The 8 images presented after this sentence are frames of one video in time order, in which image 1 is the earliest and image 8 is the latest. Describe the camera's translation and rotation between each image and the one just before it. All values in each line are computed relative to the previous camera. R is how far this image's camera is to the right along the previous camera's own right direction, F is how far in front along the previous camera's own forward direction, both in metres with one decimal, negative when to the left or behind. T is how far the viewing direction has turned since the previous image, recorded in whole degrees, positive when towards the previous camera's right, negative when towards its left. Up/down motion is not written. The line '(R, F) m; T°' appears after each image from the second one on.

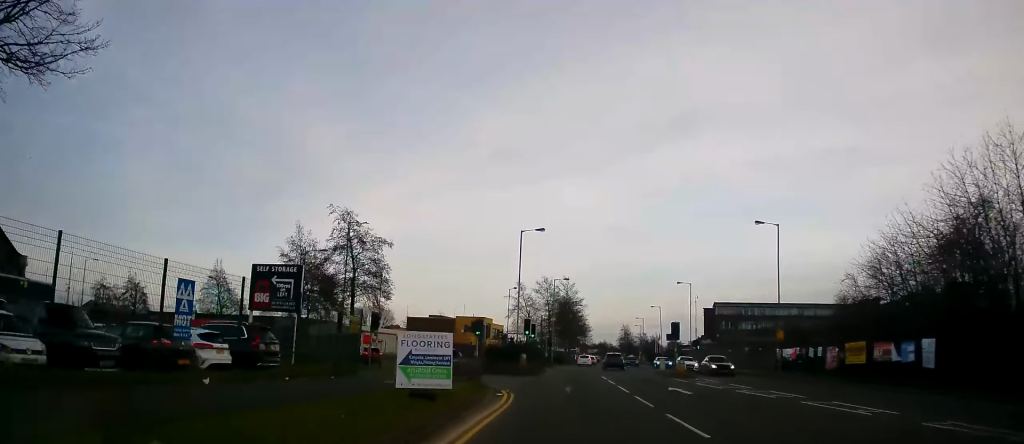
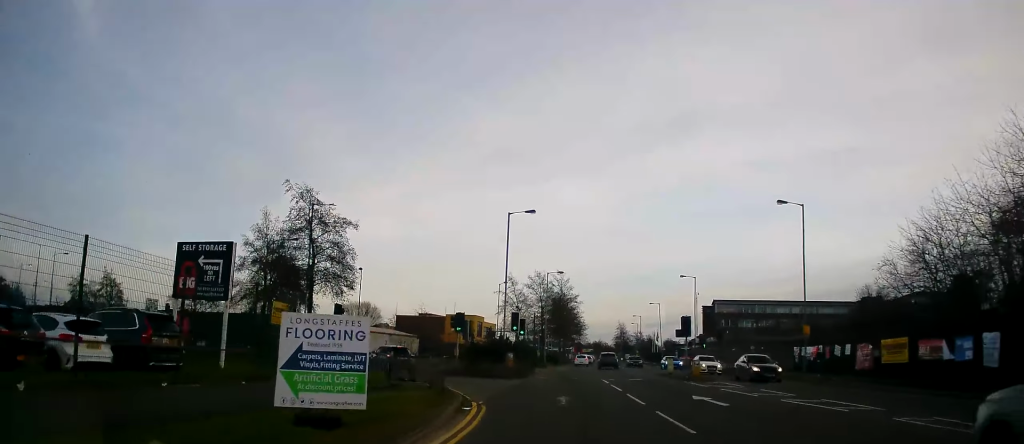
(-0.2, +5.2) m; -1°
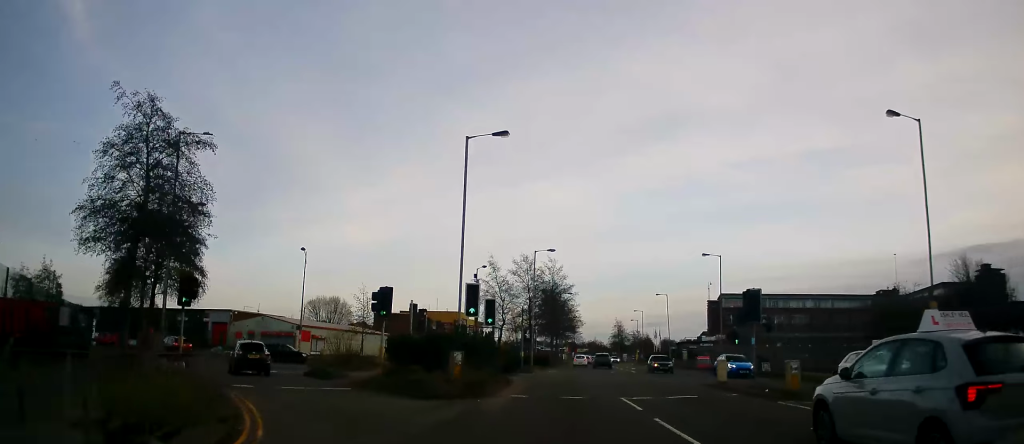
(-0.1, +13.2) m; 0°
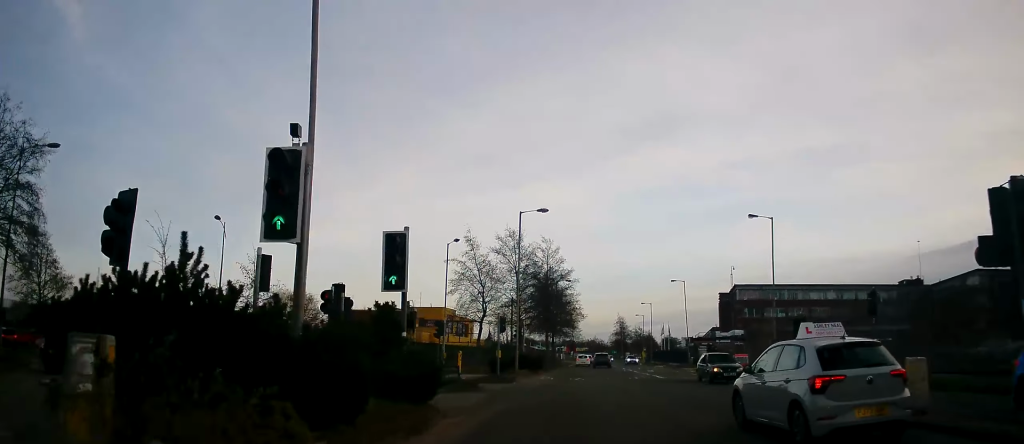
(0.0, +13.8) m; +2°
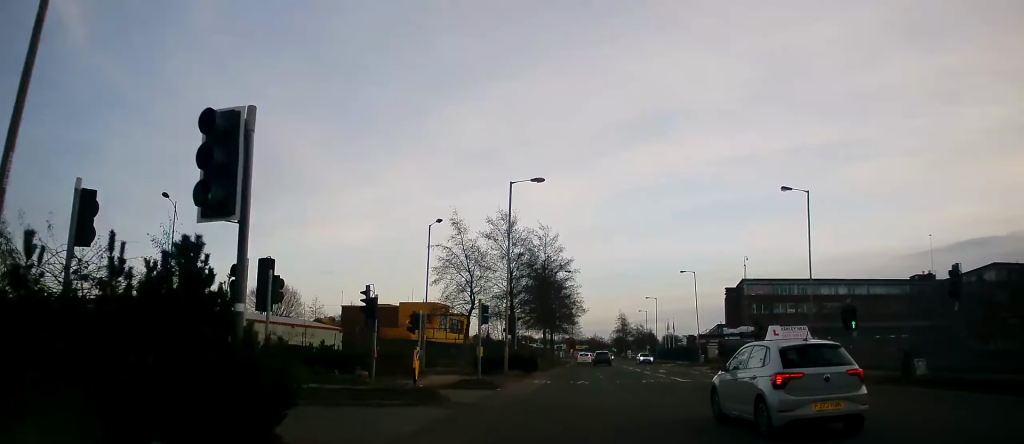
(+0.3, +6.2) m; +1°
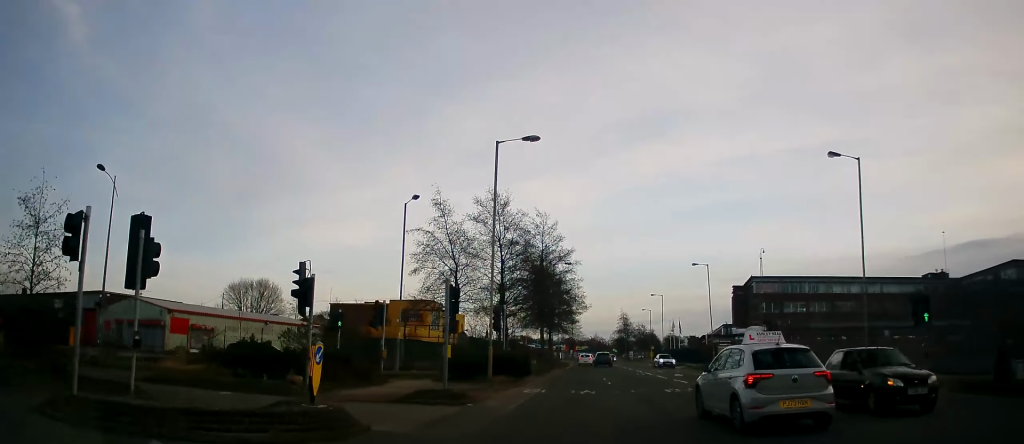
(0.0, +6.3) m; 0°
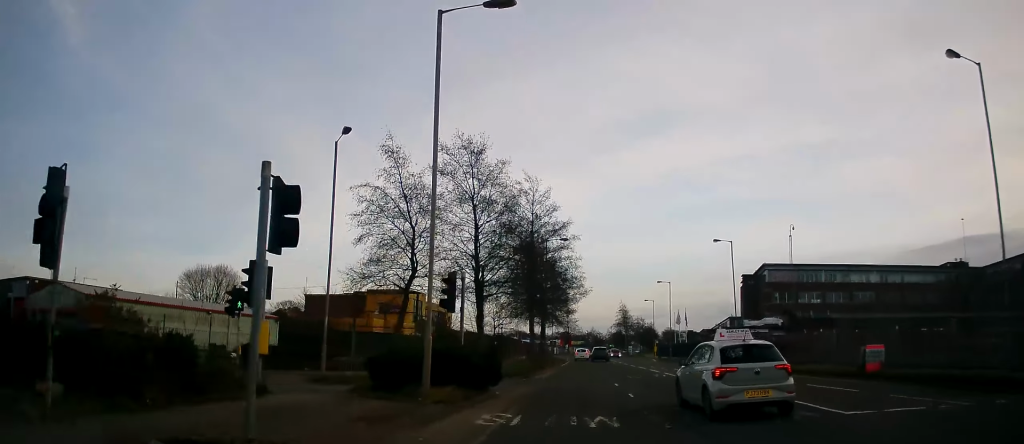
(-0.2, +10.3) m; -1°
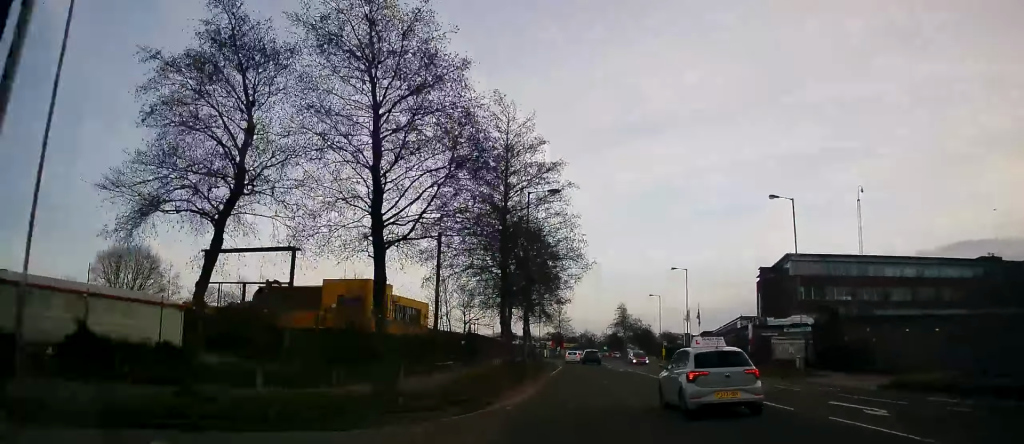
(+0.1, +15.4) m; +2°
